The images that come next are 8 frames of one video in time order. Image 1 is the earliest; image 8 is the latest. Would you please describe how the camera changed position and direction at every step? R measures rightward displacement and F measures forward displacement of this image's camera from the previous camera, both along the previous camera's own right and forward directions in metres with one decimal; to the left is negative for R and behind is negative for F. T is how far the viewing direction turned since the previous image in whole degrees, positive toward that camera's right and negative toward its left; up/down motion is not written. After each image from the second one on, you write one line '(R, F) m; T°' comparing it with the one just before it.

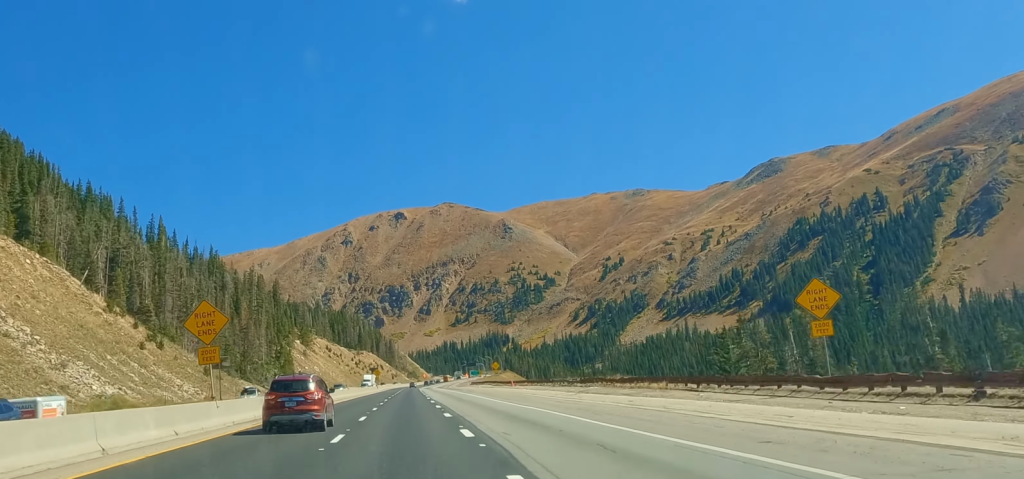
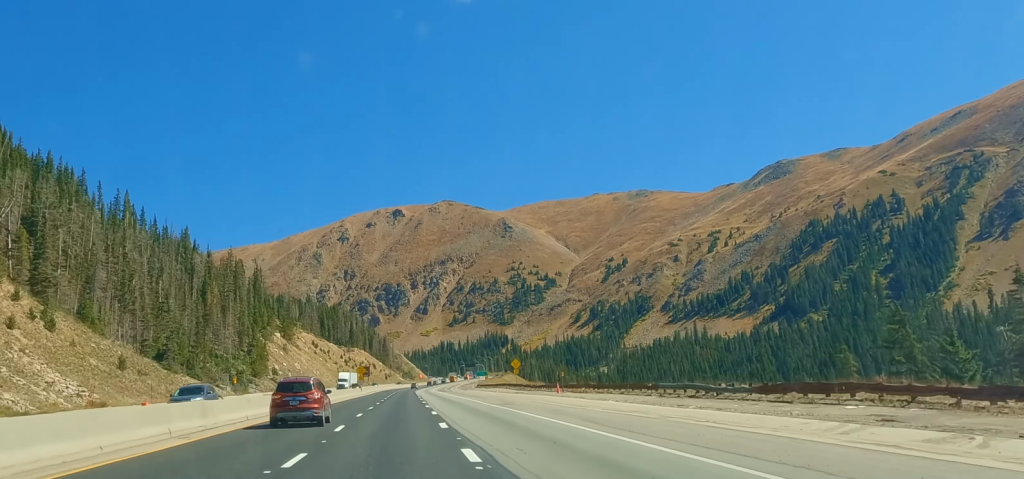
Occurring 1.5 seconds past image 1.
(0.0, +41.9) m; 0°
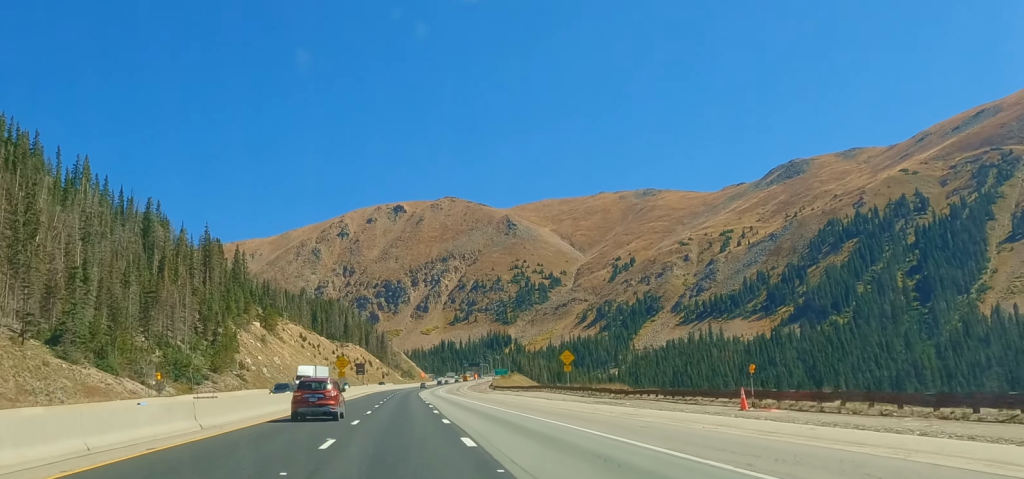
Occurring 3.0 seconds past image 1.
(0.0, +43.9) m; 0°
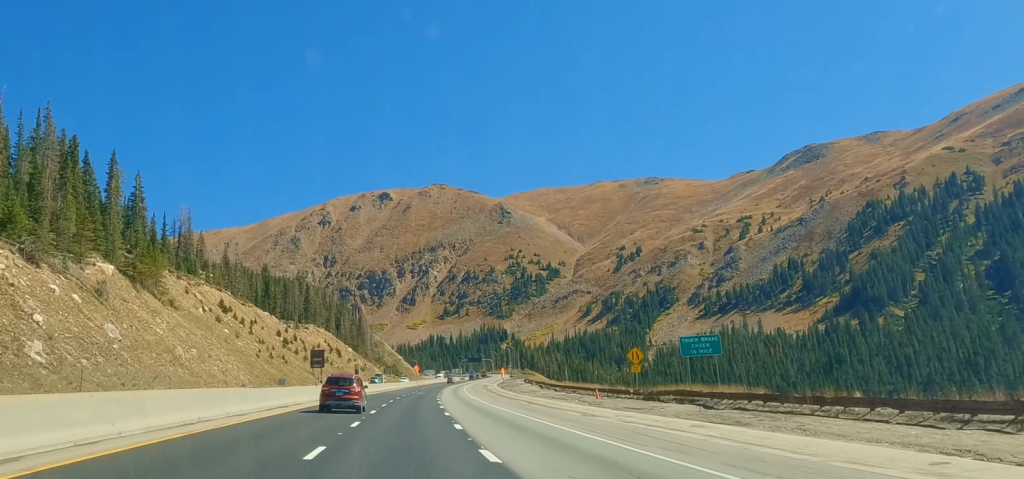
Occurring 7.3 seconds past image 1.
(+0.4, +123.9) m; +2°
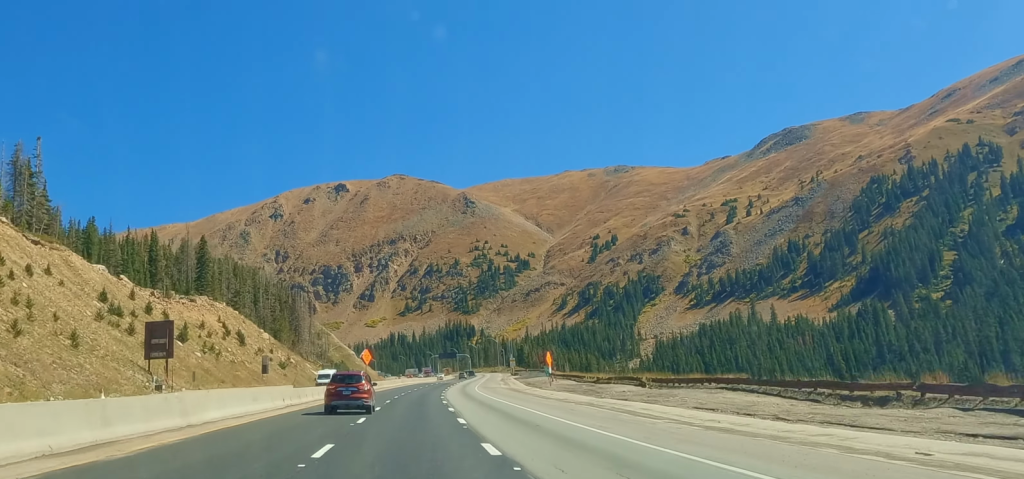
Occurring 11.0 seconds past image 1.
(+2.6, +108.2) m; +3°
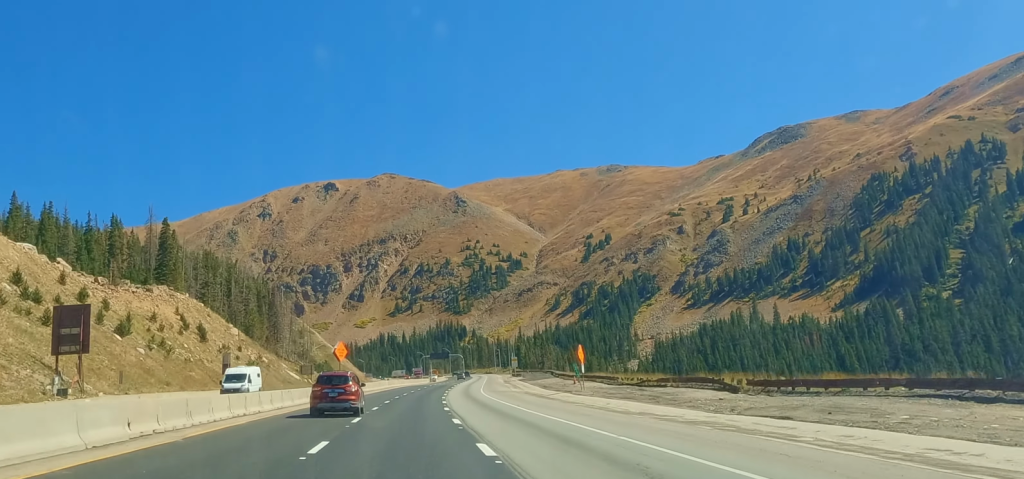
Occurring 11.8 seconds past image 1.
(+0.6, +23.0) m; +1°
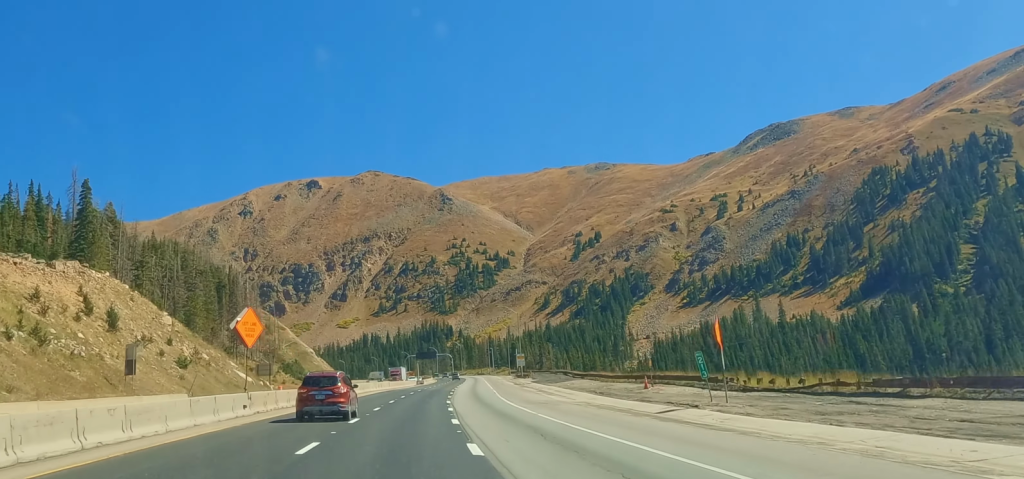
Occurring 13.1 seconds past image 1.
(+0.2, +35.5) m; +2°
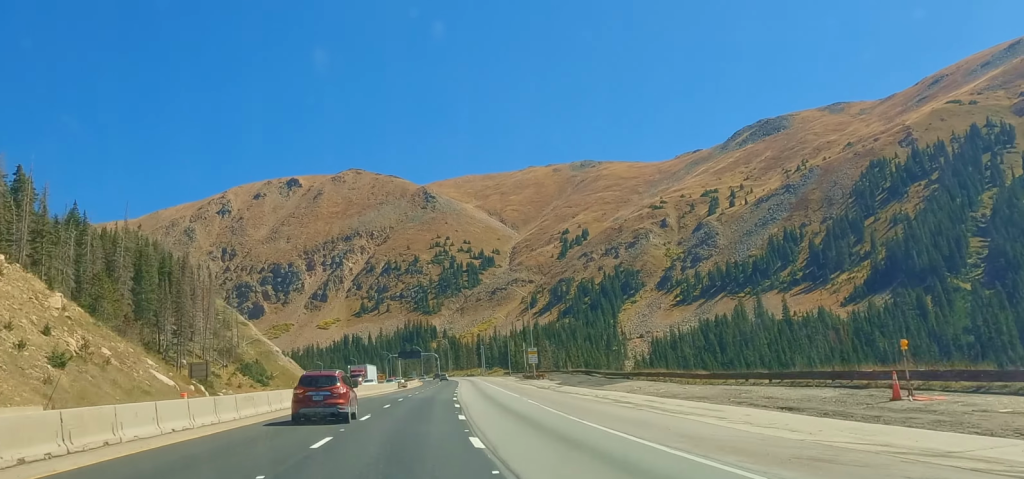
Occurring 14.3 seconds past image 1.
(+0.9, +34.2) m; +1°
